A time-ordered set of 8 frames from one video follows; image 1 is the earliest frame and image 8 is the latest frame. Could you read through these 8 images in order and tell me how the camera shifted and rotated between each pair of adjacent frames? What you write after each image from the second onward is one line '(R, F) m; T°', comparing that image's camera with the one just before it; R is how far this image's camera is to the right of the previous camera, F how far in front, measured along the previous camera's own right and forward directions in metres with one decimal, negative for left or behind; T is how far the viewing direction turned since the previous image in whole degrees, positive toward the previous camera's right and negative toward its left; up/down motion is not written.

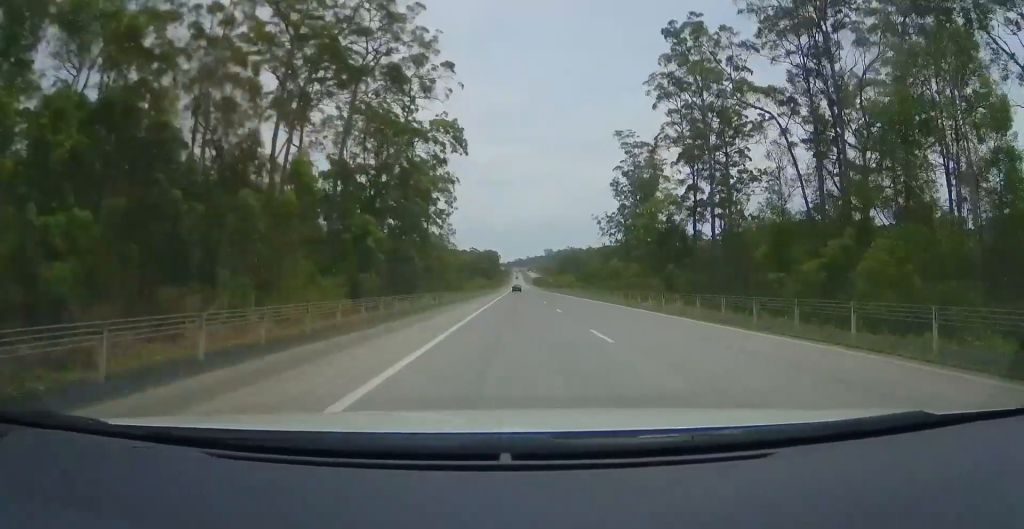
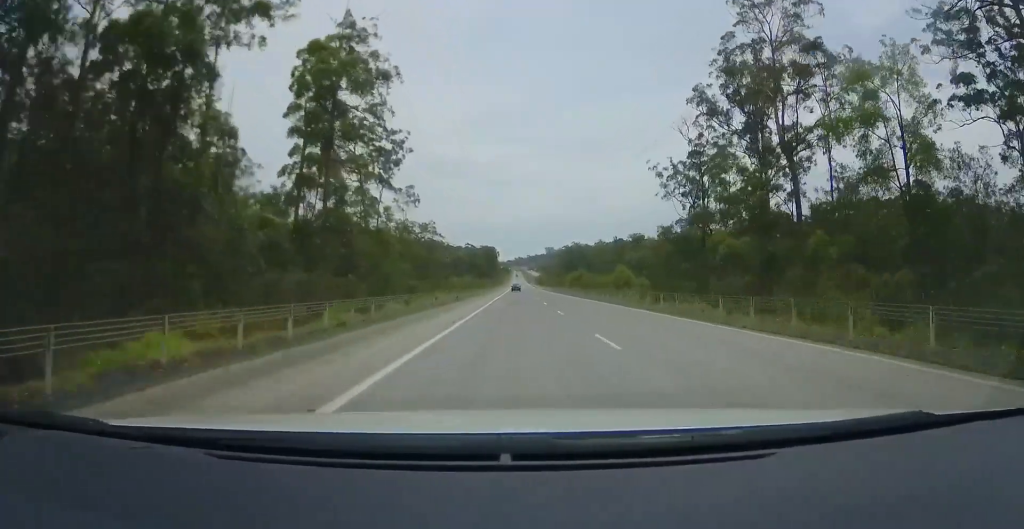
(-0.1, +49.8) m; 0°
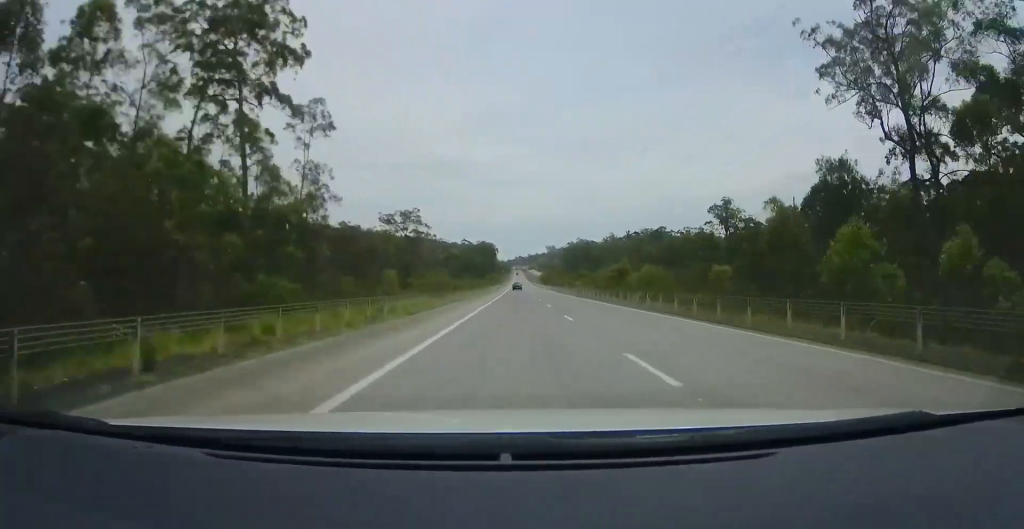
(-0.1, +38.7) m; -1°
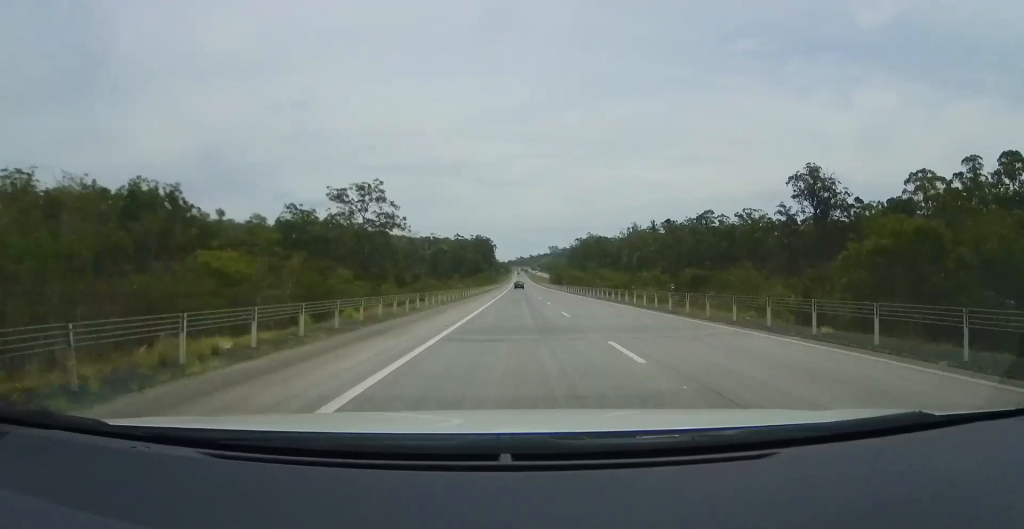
(-0.7, +57.9) m; +1°
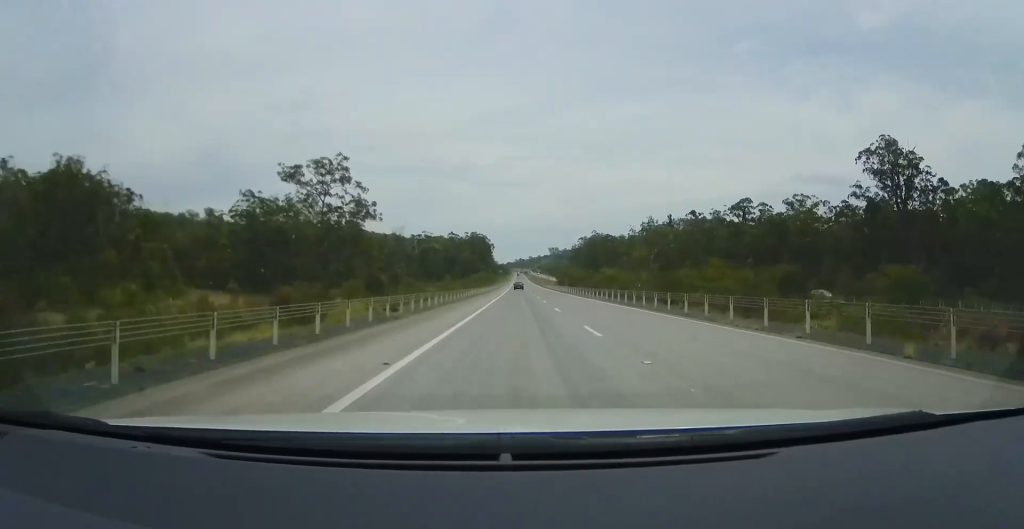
(+0.9, +31.4) m; +1°
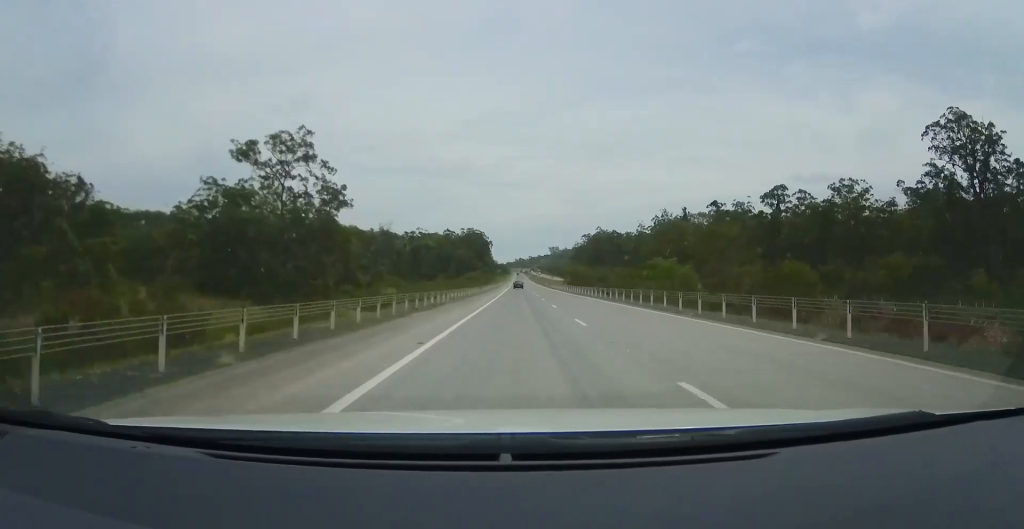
(+0.1, +20.6) m; -1°
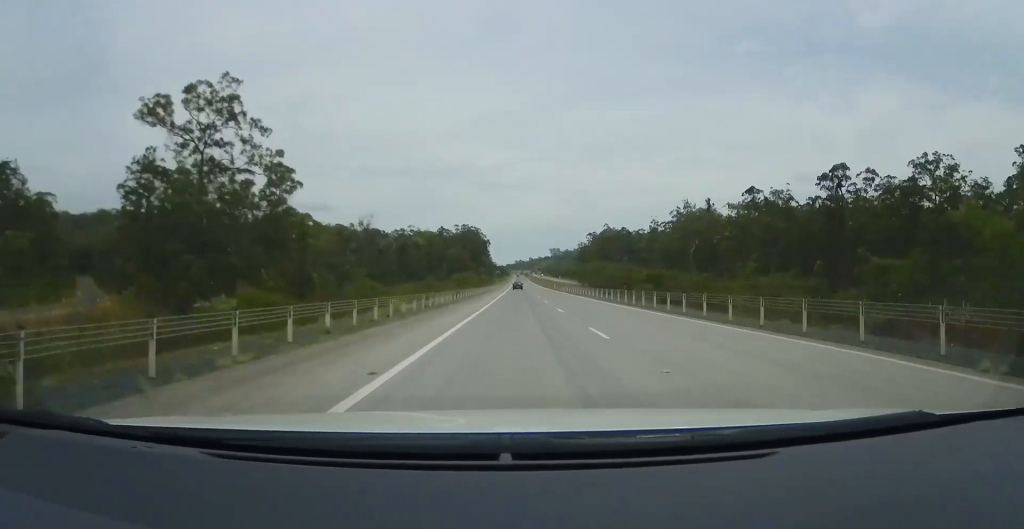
(-0.6, +26.7) m; -1°
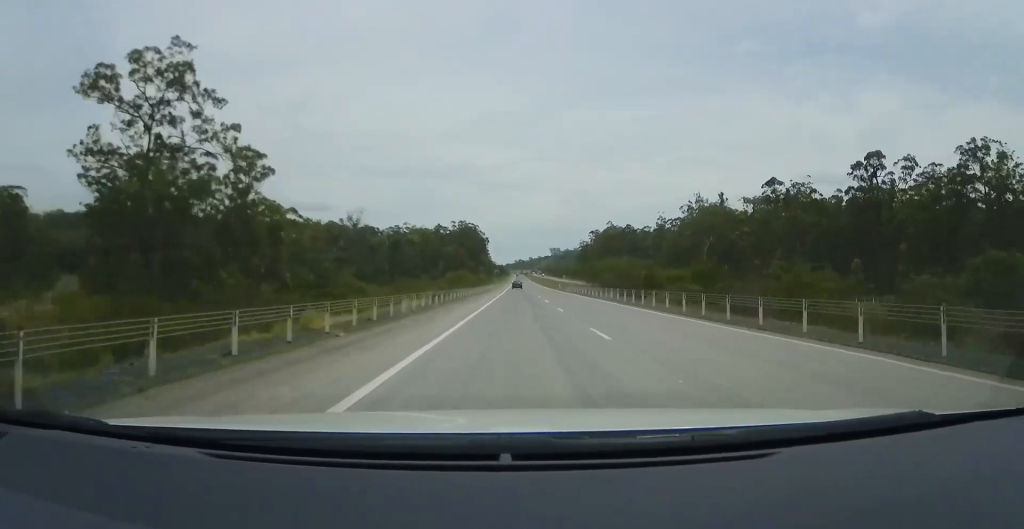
(0.0, +12.2) m; 0°
